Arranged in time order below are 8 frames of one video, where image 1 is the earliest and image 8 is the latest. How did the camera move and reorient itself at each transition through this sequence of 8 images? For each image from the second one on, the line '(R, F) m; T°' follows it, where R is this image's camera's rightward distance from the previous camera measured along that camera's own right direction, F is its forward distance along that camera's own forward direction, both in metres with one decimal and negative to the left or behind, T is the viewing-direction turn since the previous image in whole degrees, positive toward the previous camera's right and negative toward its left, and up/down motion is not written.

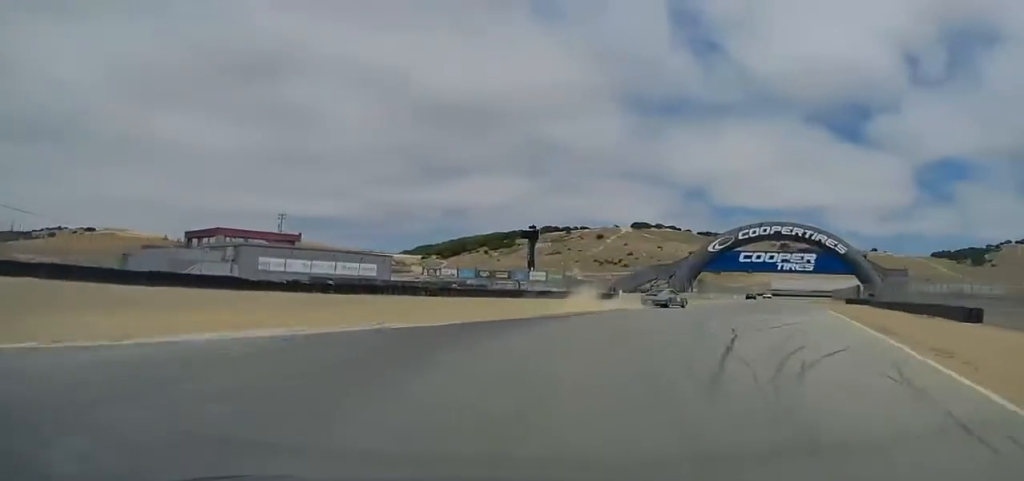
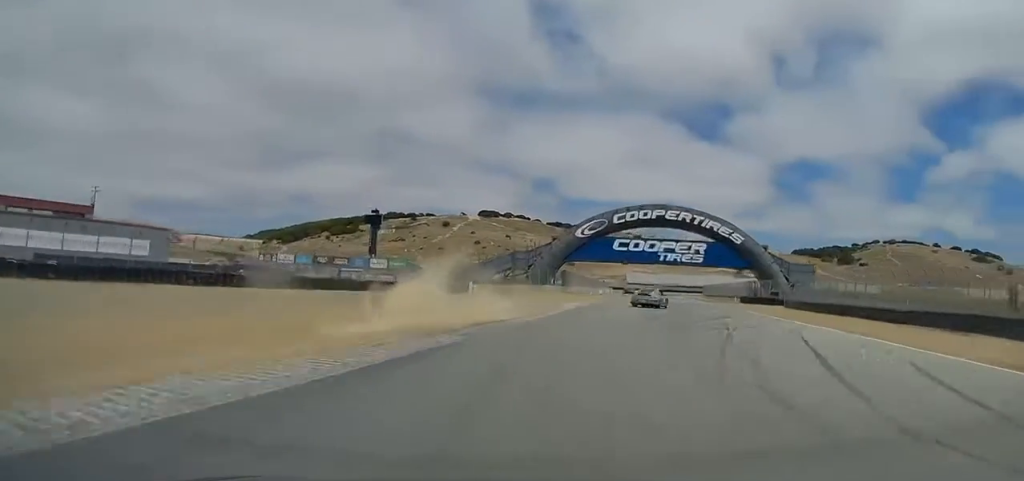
(+3.0, +19.0) m; +10°
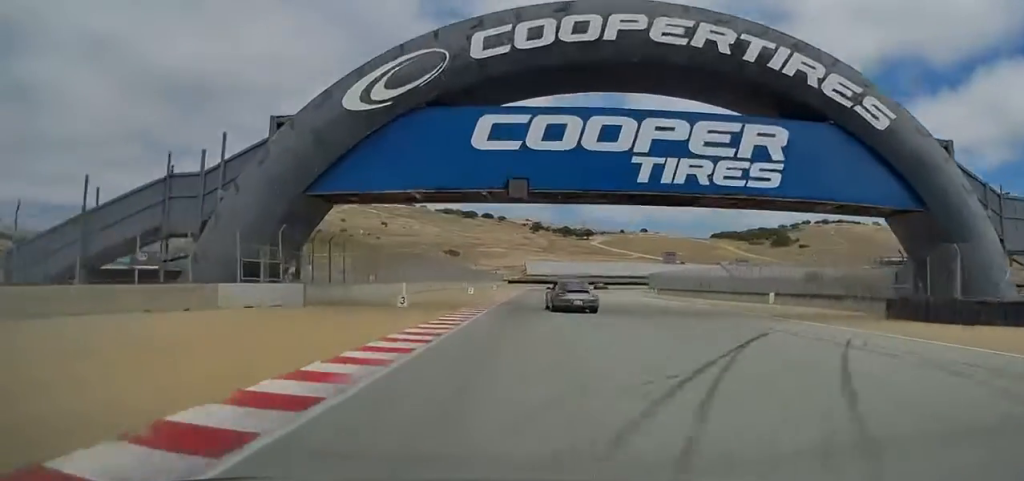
(+8.3, +64.7) m; +8°
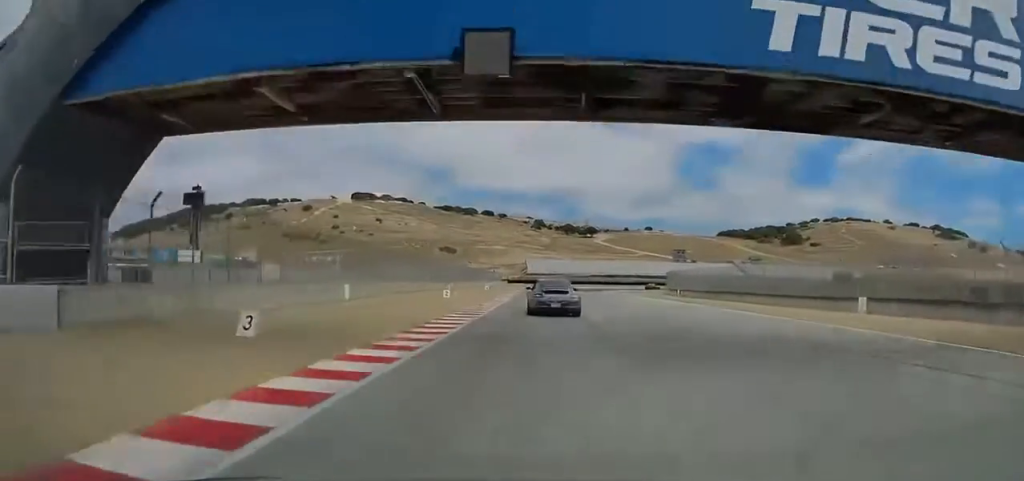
(+0.2, +15.4) m; 0°
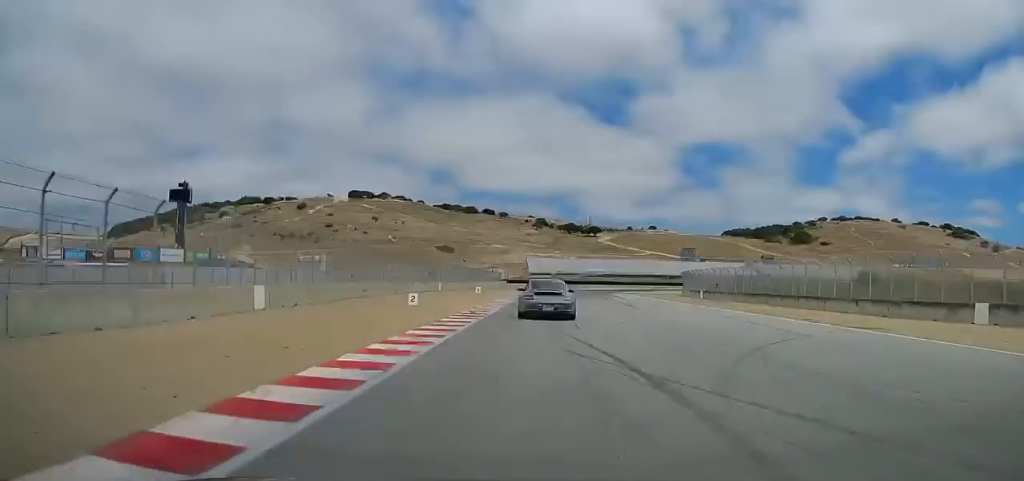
(0.0, +12.7) m; 0°
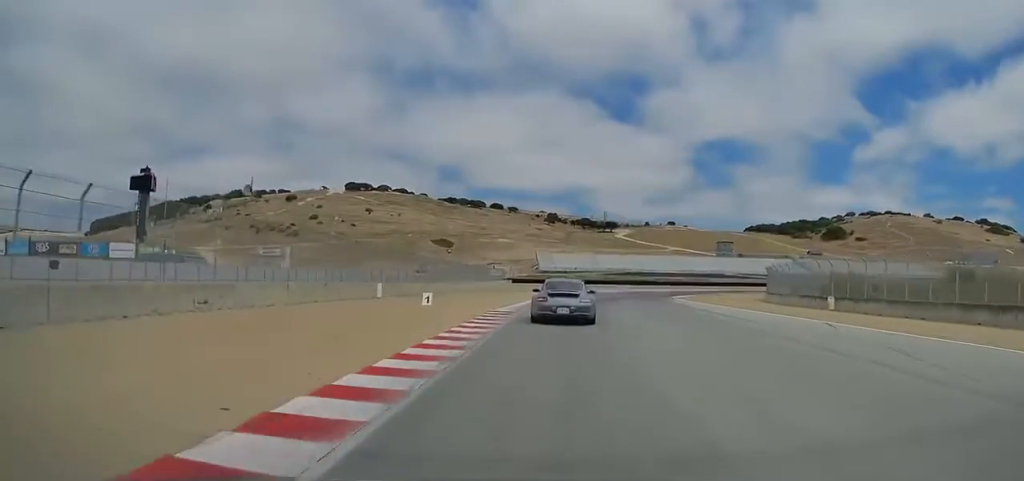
(-0.3, +32.9) m; -1°
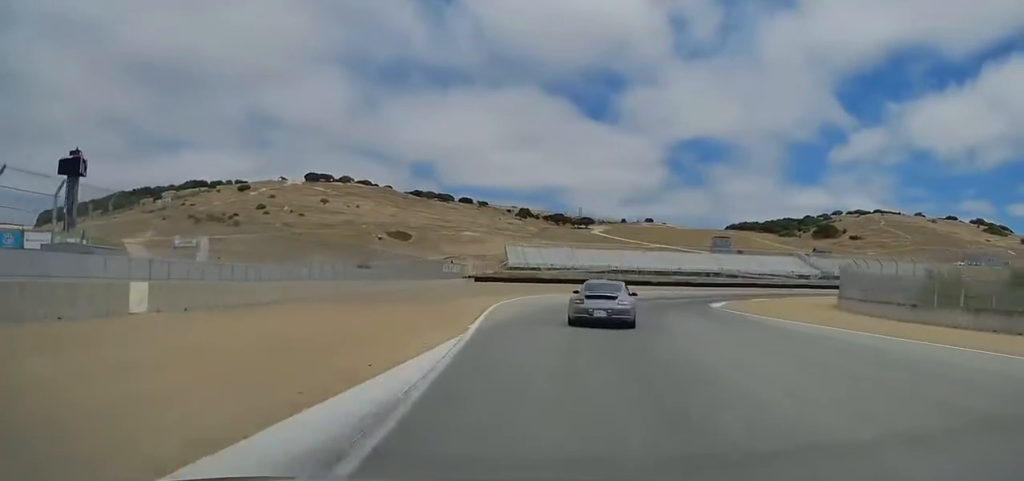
(0.0, +24.2) m; +2°
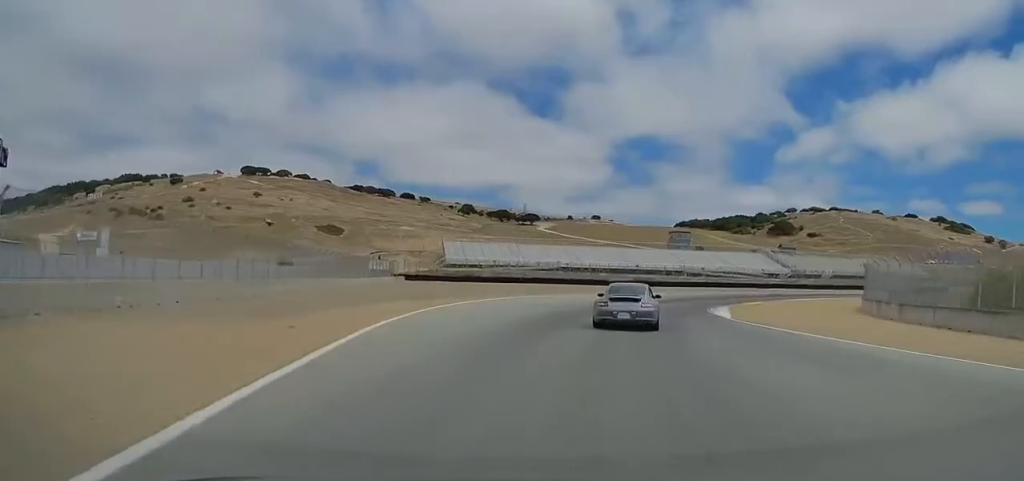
(+0.1, +15.1) m; +4°
